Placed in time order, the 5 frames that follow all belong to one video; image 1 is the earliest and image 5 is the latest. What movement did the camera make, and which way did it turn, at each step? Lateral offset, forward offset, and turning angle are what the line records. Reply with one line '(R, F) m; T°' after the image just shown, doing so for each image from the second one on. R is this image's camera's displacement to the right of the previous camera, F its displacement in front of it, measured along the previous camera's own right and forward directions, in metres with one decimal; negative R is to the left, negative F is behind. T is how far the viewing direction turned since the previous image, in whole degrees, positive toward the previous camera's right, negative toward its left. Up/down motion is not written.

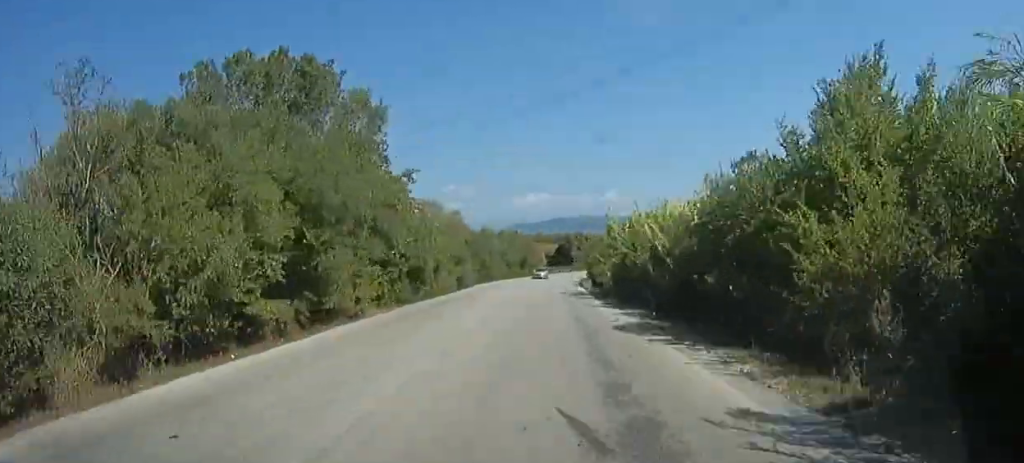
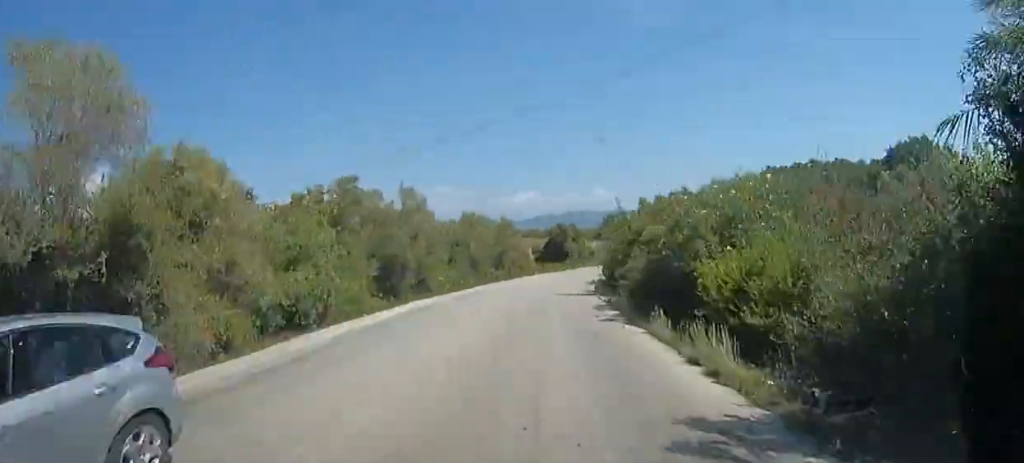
(+0.1, +28.1) m; +1°
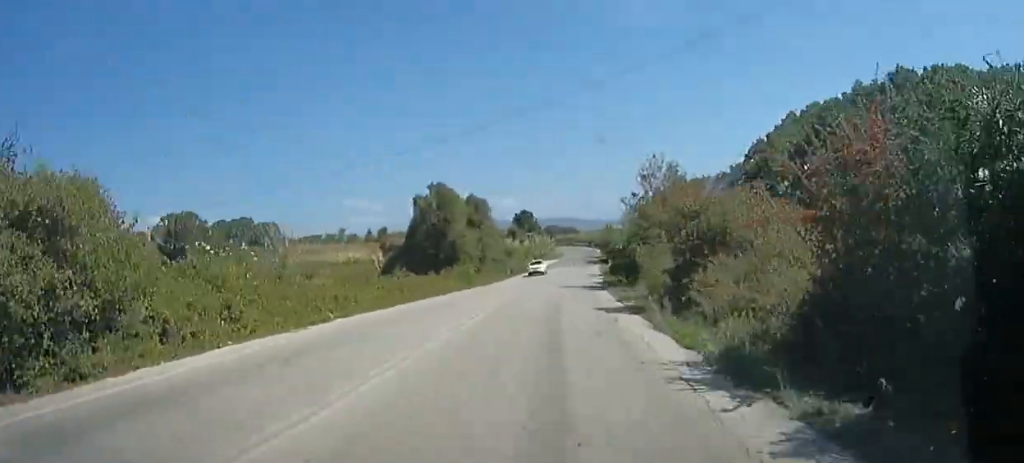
(+1.3, +59.8) m; +5°
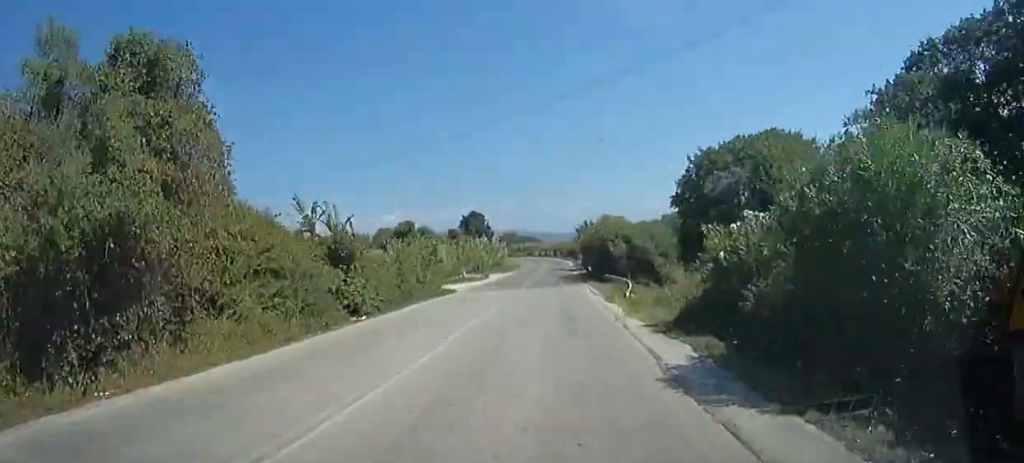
(+1.7, +39.1) m; +5°
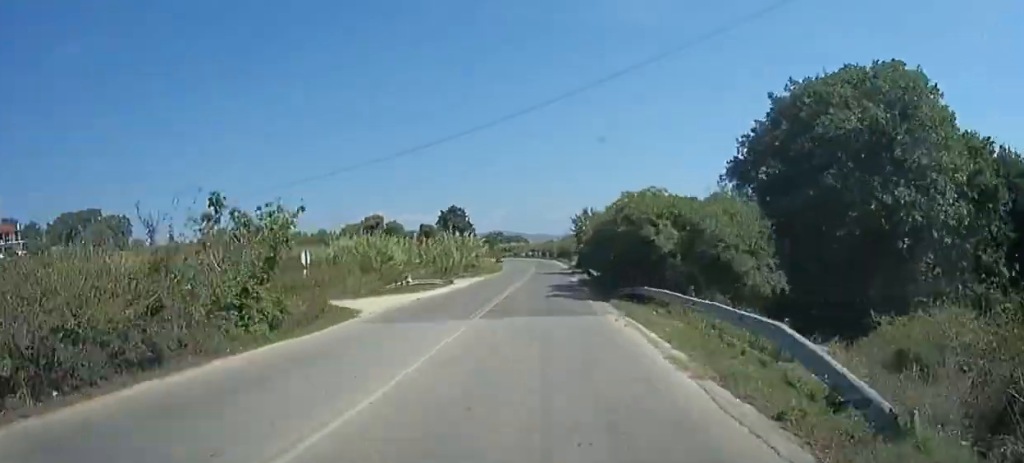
(+0.7, +17.1) m; +2°
